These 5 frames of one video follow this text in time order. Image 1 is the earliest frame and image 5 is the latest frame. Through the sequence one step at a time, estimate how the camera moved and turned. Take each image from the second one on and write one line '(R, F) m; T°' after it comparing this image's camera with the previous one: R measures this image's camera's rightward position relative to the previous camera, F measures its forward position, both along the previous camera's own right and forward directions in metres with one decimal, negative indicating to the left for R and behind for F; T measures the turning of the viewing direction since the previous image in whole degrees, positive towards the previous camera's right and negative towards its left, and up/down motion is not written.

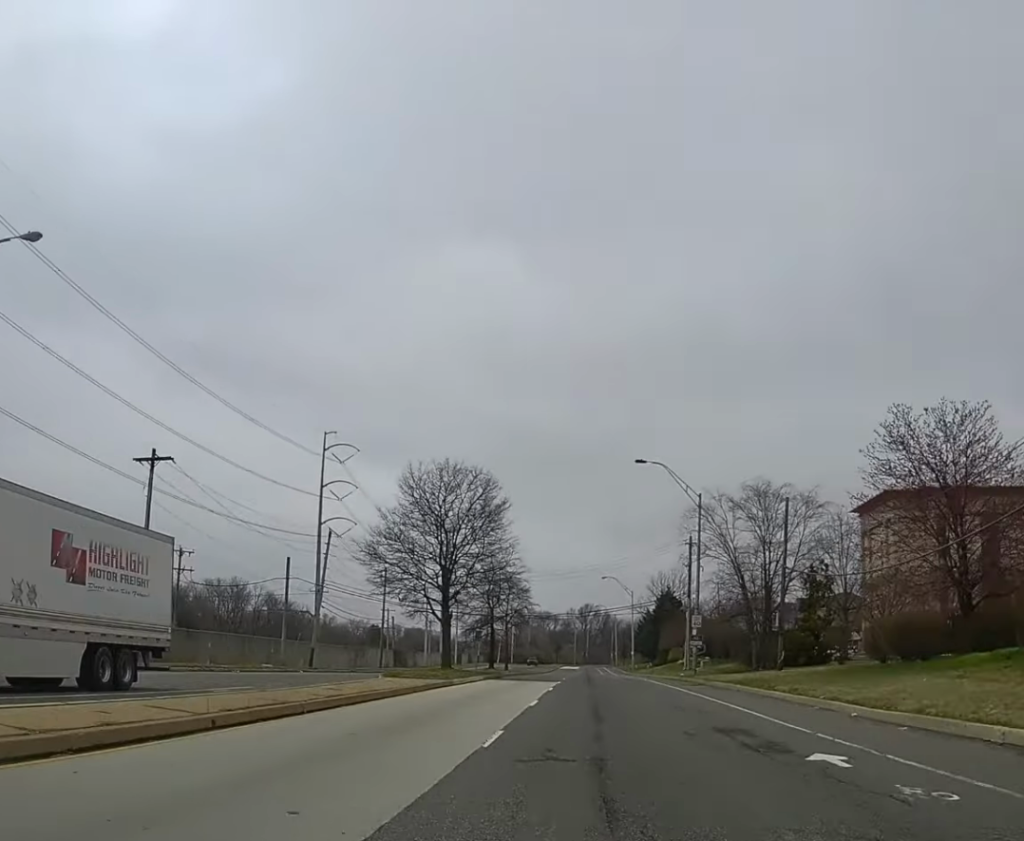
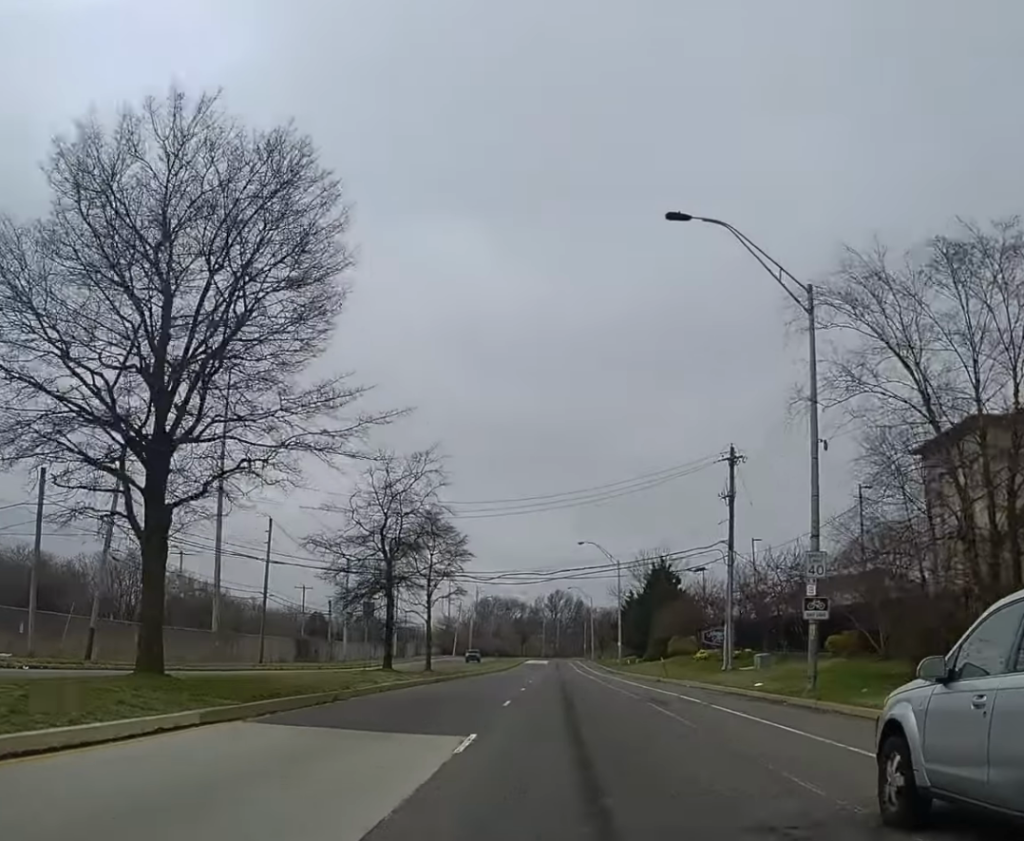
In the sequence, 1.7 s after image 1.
(-0.2, +30.1) m; 0°
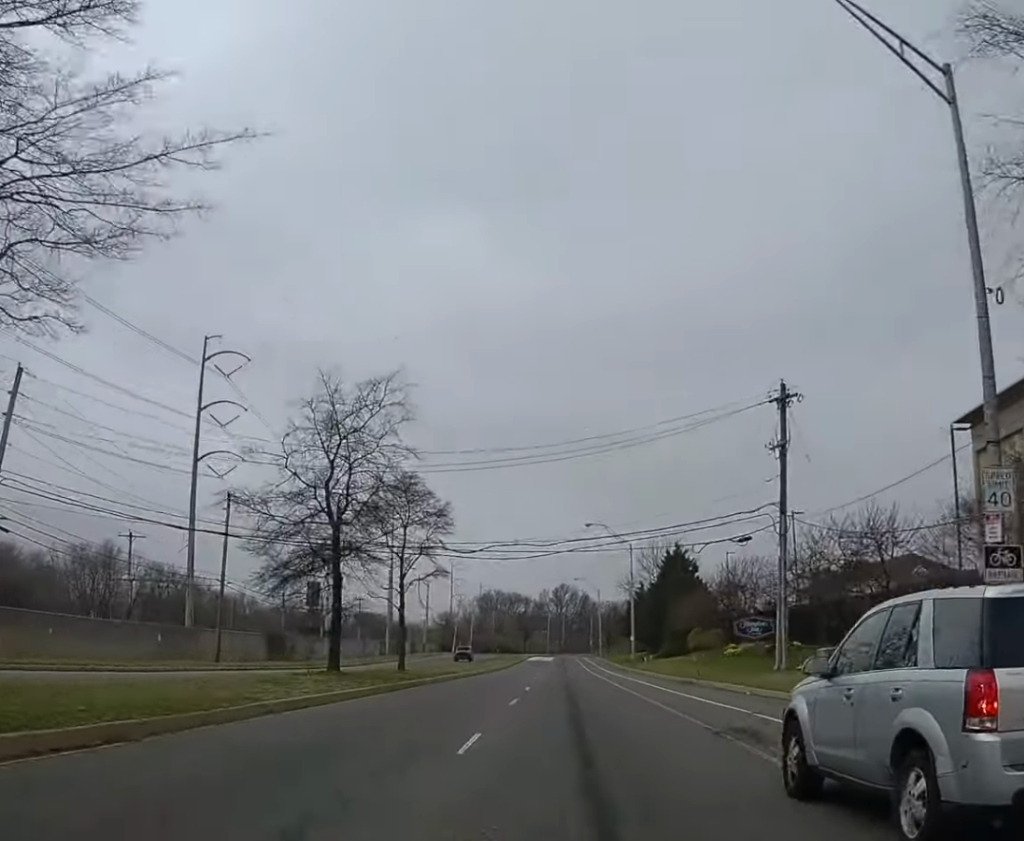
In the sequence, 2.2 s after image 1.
(+0.1, +9.7) m; 0°
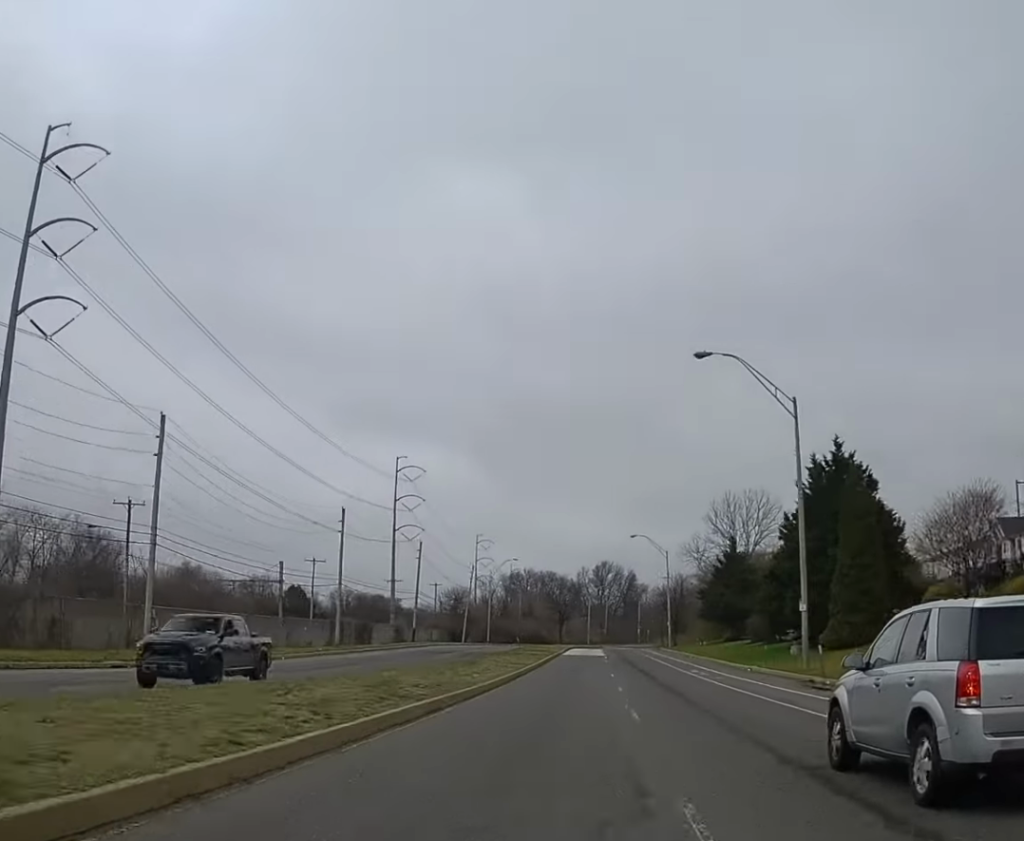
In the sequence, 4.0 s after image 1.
(-0.9, +46.2) m; -2°
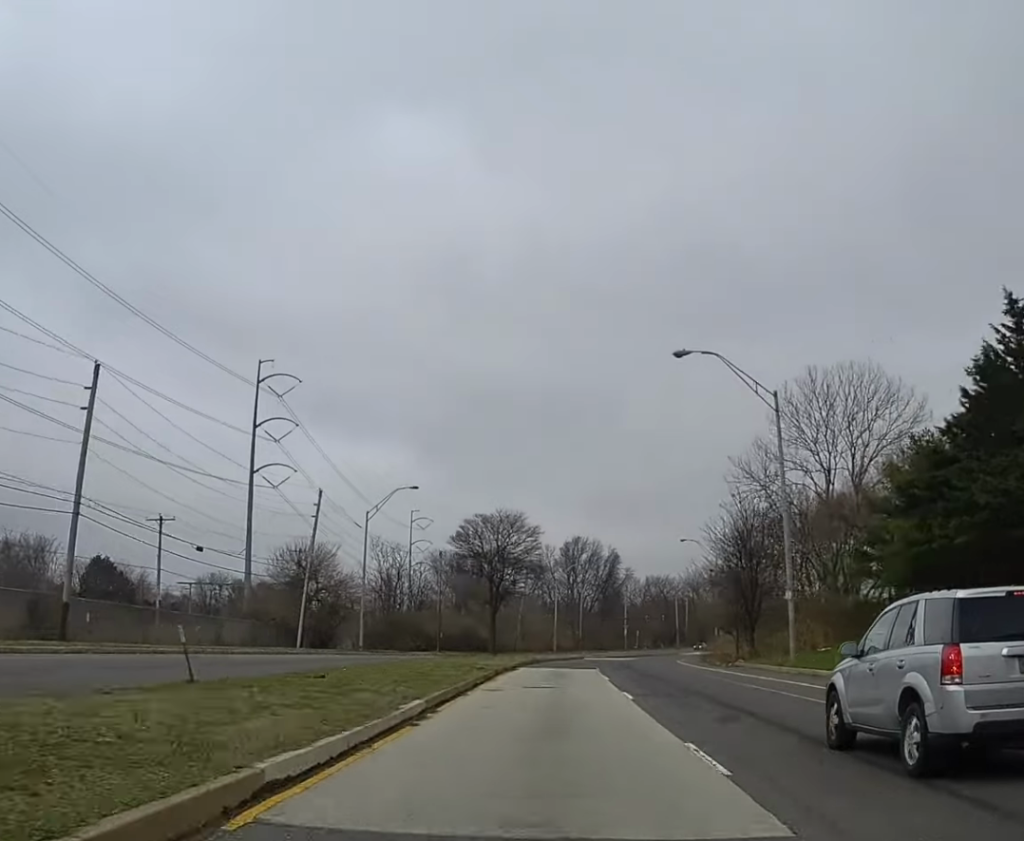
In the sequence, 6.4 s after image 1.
(-0.4, +72.5) m; 0°
